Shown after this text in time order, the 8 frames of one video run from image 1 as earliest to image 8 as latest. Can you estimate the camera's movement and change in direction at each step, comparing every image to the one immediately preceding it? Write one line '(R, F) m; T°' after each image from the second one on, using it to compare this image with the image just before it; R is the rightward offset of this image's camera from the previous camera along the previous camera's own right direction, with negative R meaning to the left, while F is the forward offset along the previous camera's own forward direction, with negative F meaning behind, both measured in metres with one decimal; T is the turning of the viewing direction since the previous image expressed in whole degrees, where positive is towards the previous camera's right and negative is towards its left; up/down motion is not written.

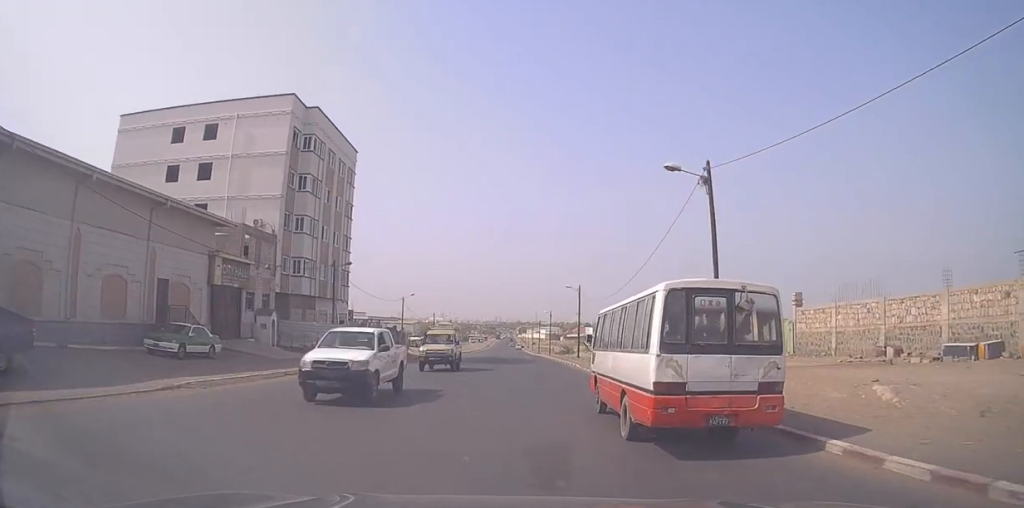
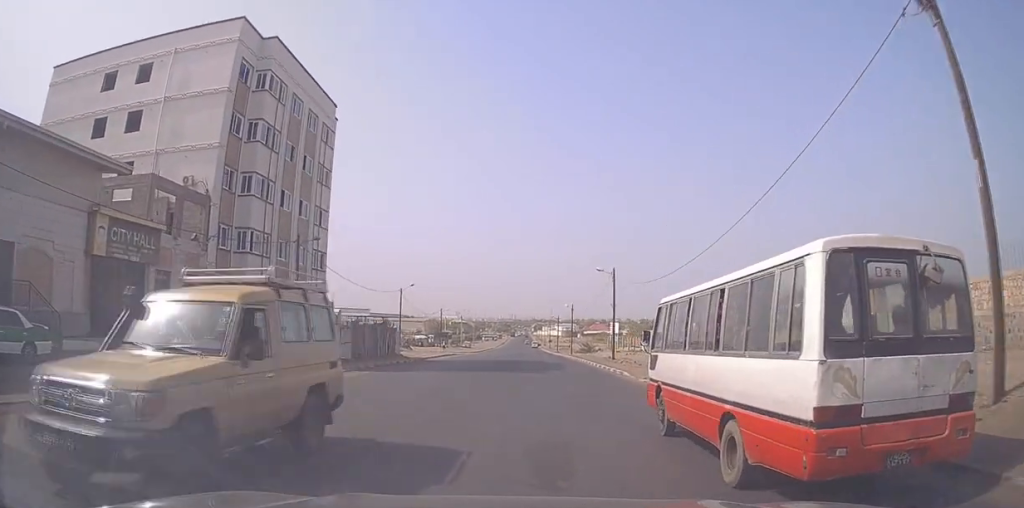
(+0.1, +12.0) m; 0°
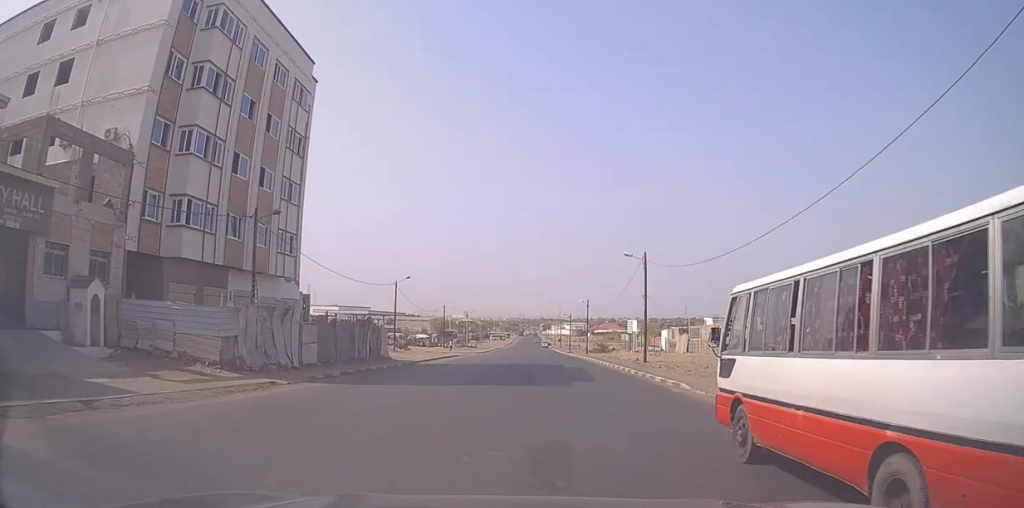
(+0.2, +8.2) m; 0°
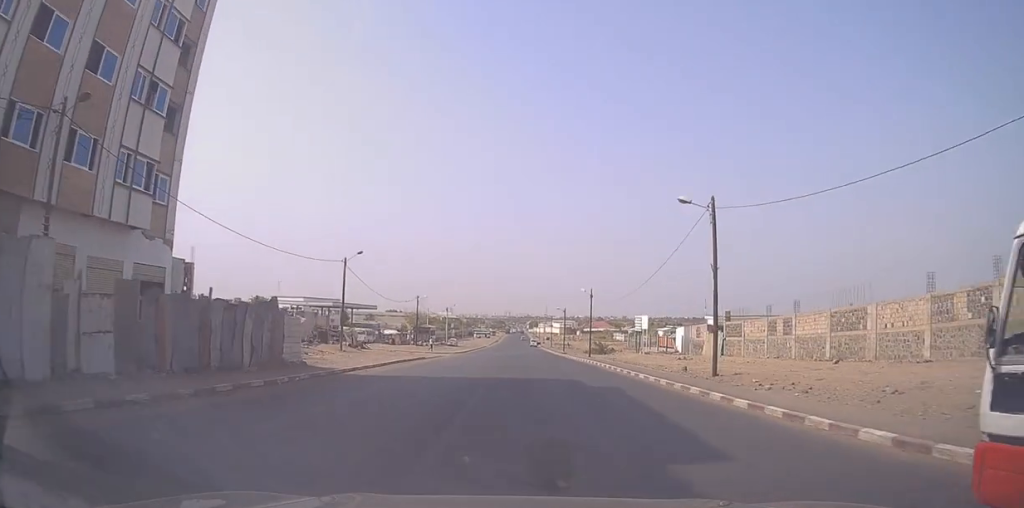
(-0.5, +15.5) m; -2°
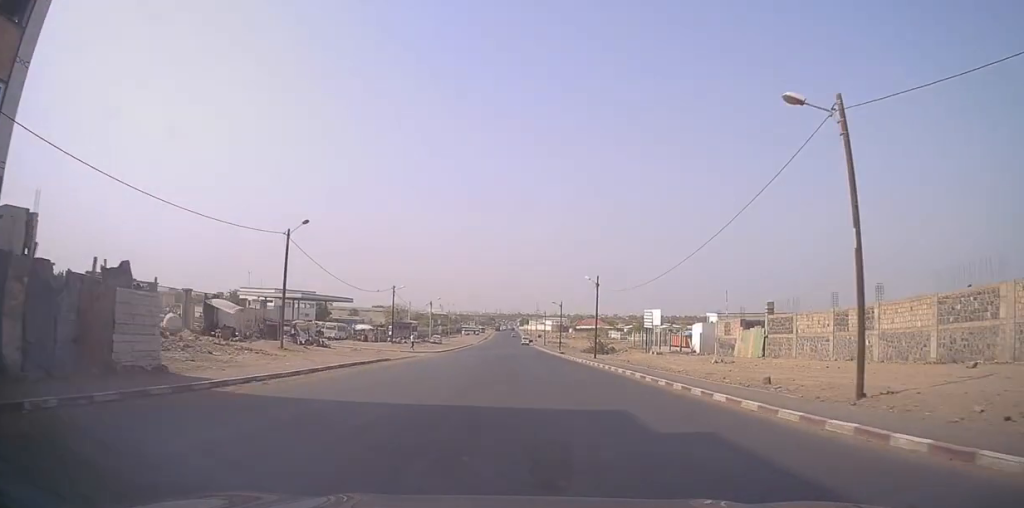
(0.0, +10.9) m; 0°
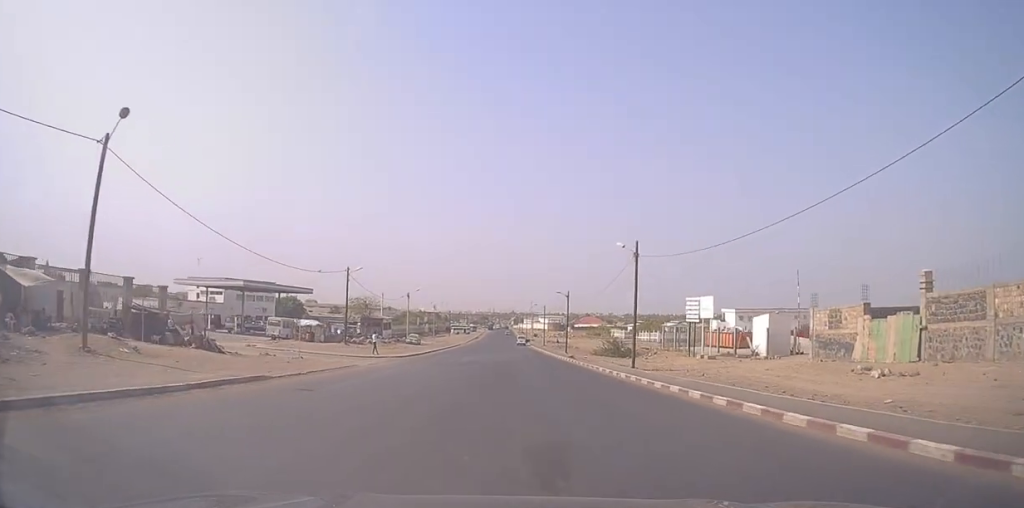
(+0.1, +19.0) m; +1°
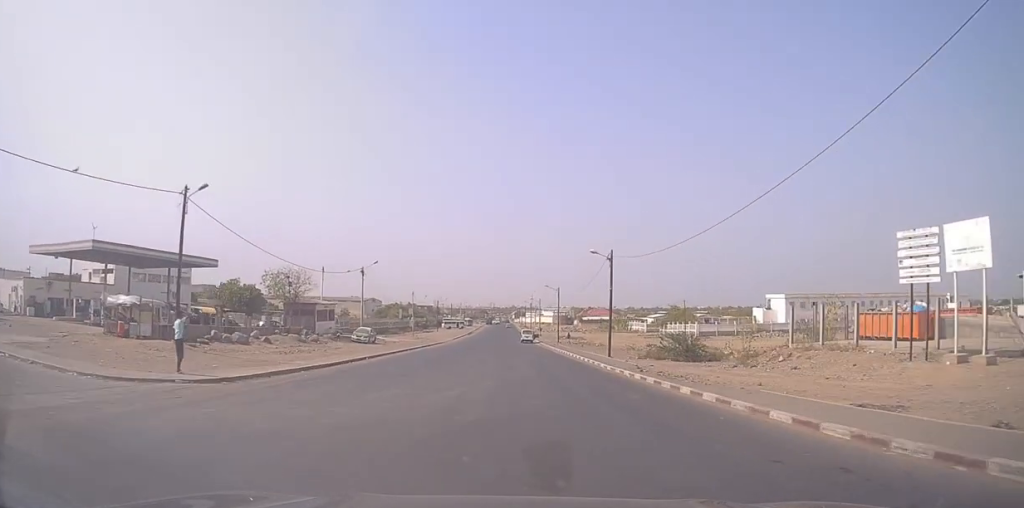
(+0.7, +30.8) m; +1°
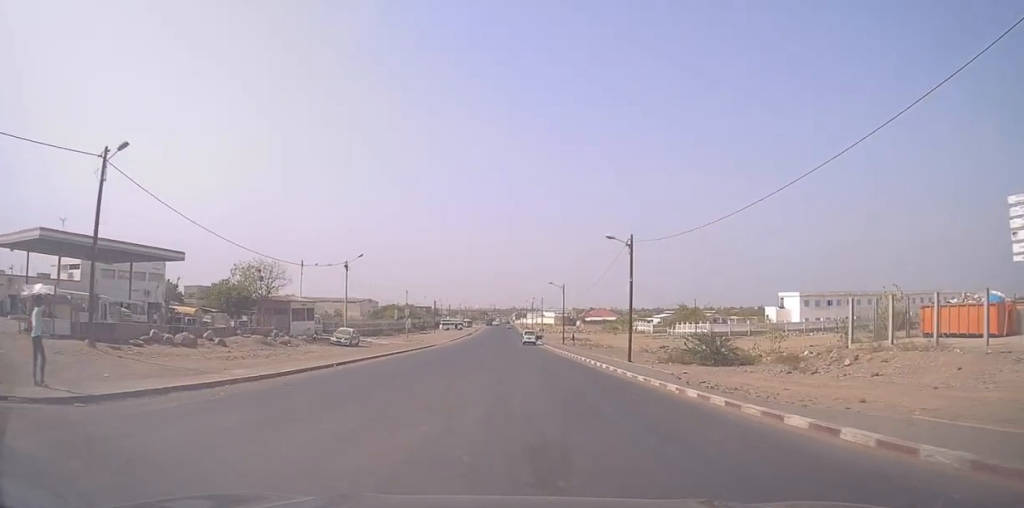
(-0.1, +6.9) m; 0°
